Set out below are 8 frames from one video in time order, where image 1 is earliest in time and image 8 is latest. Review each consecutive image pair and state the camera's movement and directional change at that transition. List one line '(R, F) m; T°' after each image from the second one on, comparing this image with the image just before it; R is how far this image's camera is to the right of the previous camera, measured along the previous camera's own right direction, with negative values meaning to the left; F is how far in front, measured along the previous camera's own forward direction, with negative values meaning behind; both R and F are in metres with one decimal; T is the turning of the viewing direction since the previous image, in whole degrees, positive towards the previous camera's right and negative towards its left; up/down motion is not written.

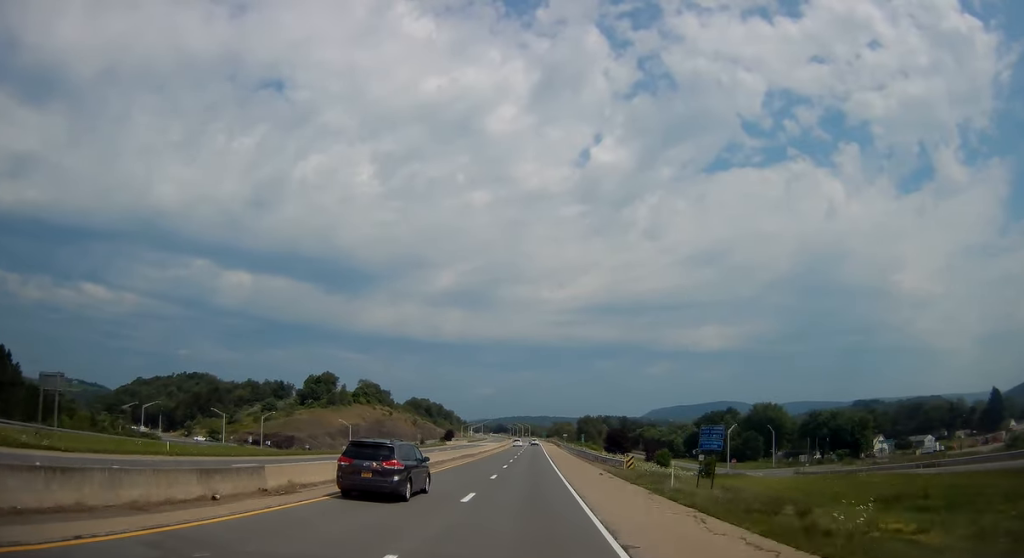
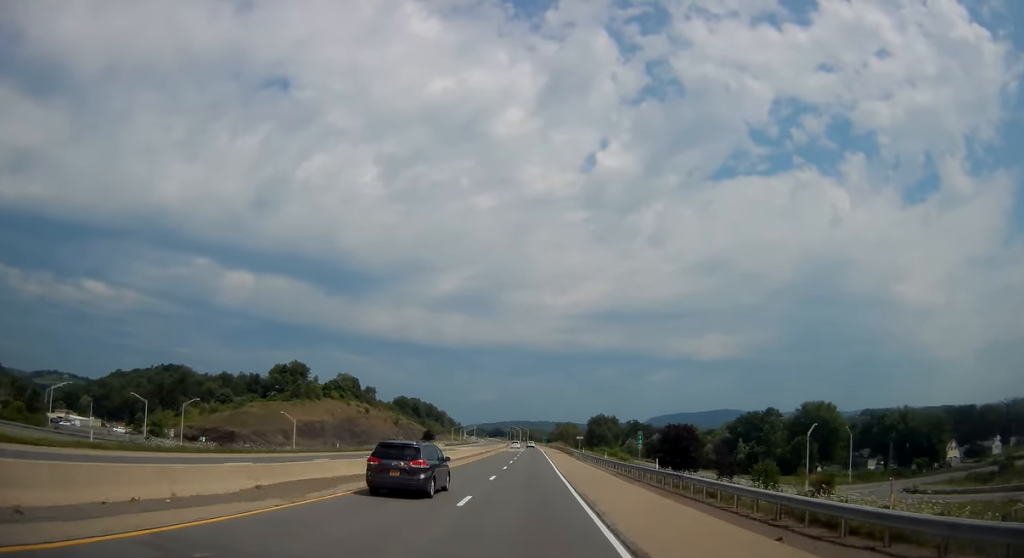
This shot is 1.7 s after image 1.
(+0.1, +49.6) m; 0°
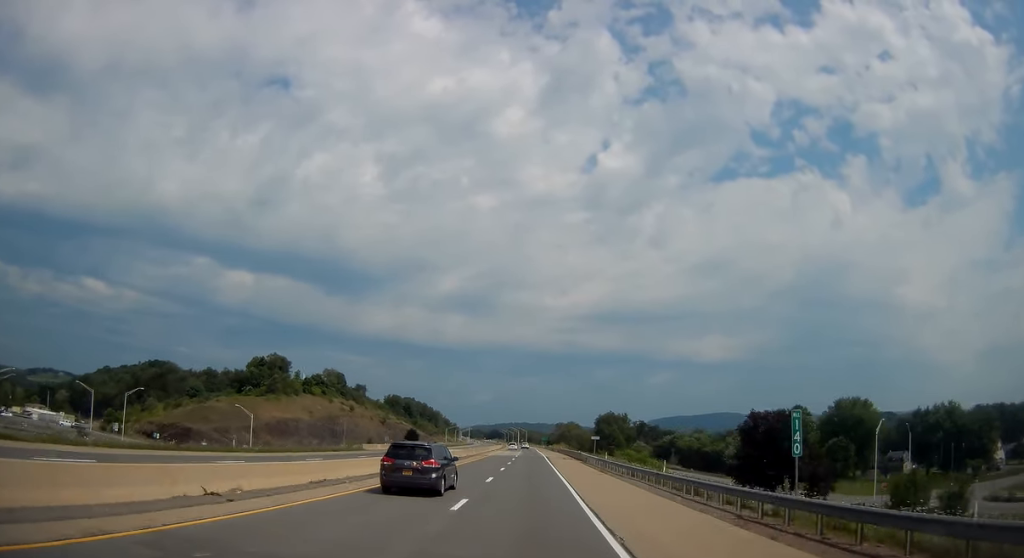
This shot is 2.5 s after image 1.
(0.0, +26.0) m; 0°
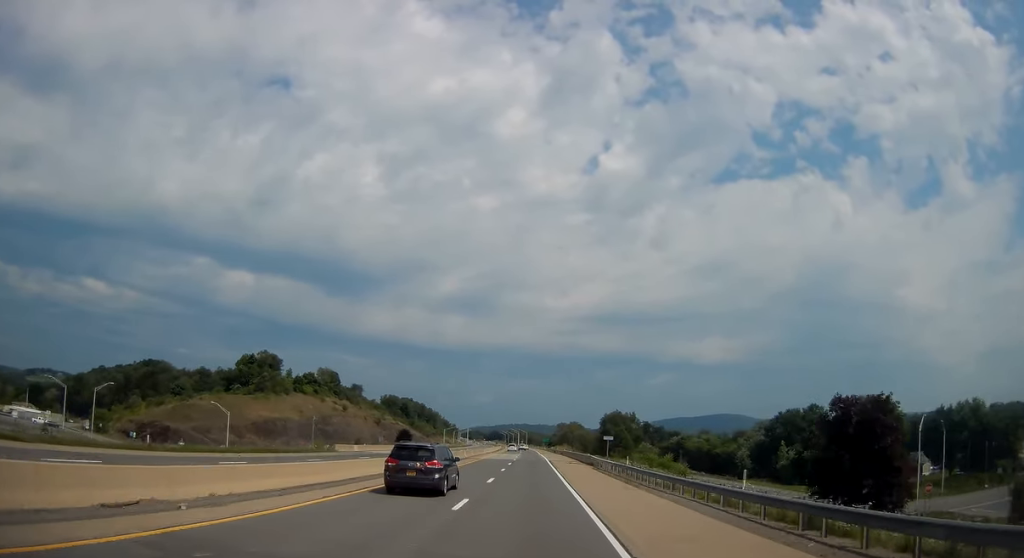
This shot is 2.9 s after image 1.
(+0.1, +12.1) m; 0°
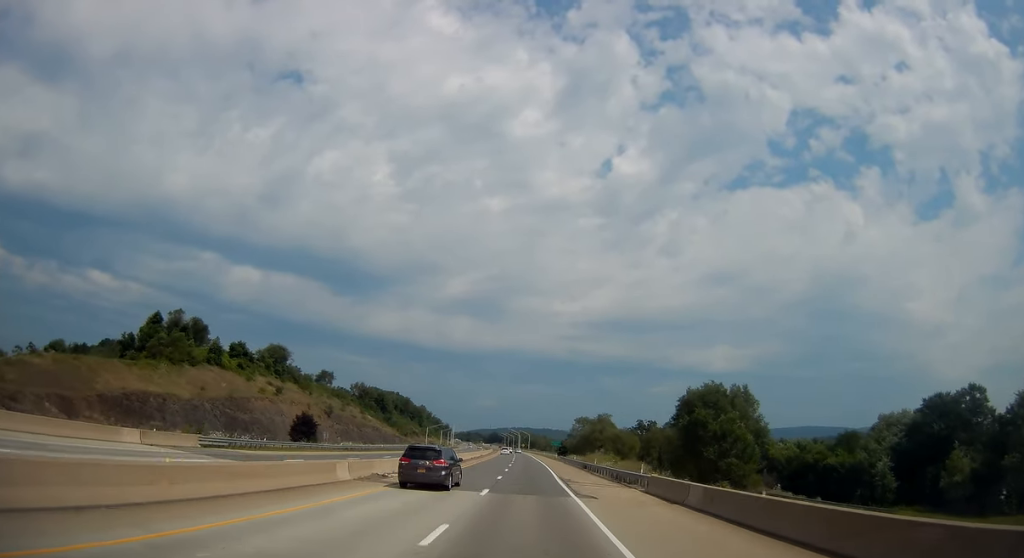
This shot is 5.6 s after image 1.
(-0.8, +78.7) m; -1°
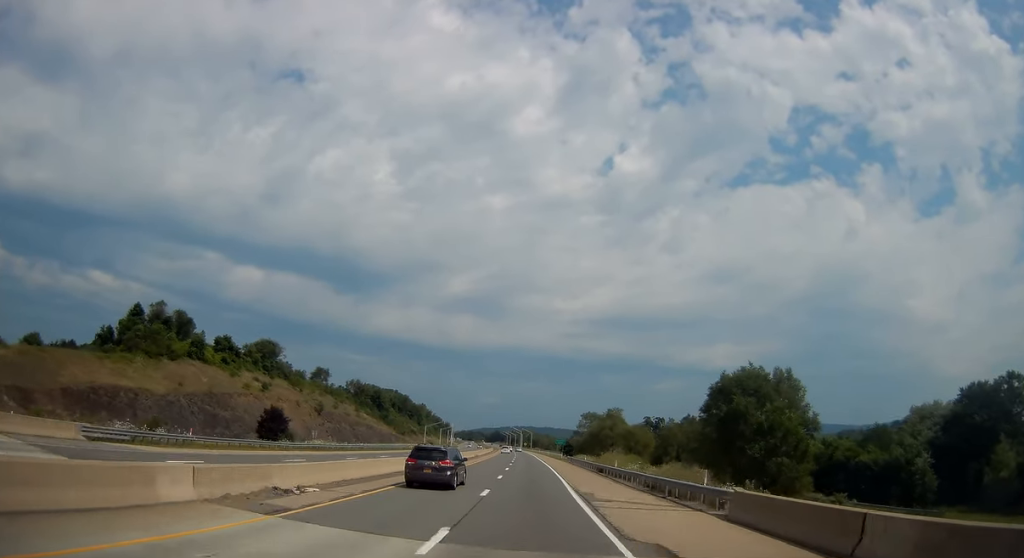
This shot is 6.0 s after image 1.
(0.0, +12.7) m; 0°
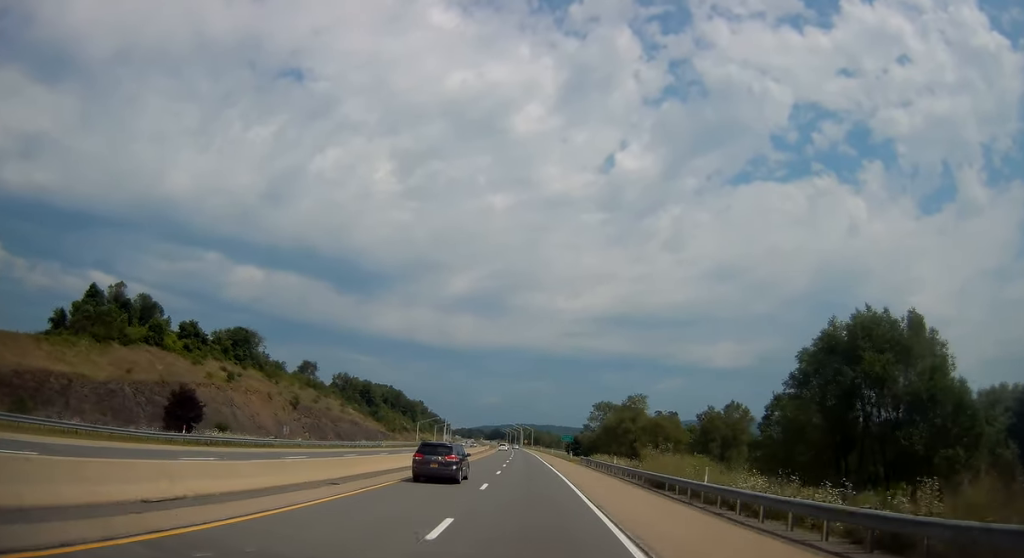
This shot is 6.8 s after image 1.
(0.0, +23.5) m; 0°
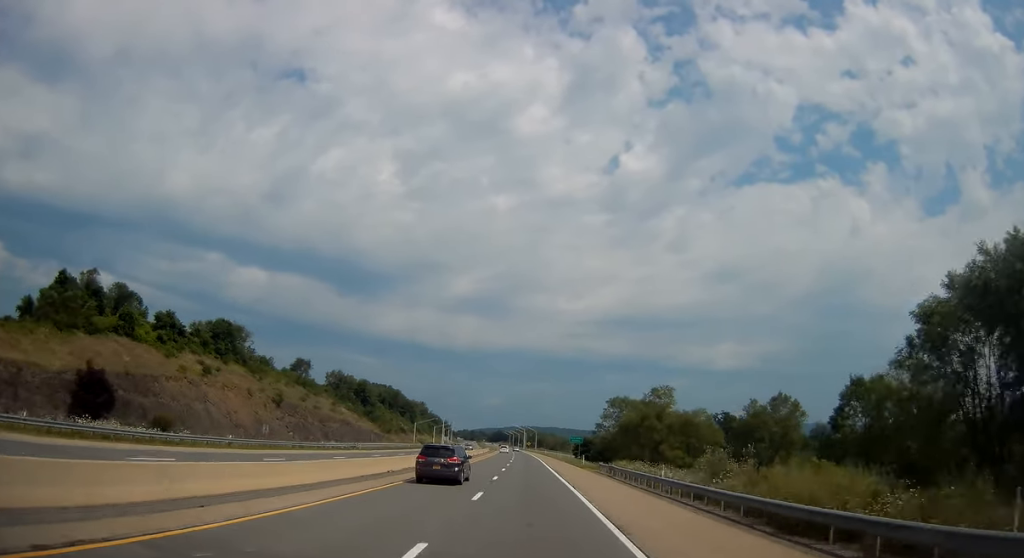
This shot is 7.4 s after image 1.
(0.0, +15.7) m; 0°
